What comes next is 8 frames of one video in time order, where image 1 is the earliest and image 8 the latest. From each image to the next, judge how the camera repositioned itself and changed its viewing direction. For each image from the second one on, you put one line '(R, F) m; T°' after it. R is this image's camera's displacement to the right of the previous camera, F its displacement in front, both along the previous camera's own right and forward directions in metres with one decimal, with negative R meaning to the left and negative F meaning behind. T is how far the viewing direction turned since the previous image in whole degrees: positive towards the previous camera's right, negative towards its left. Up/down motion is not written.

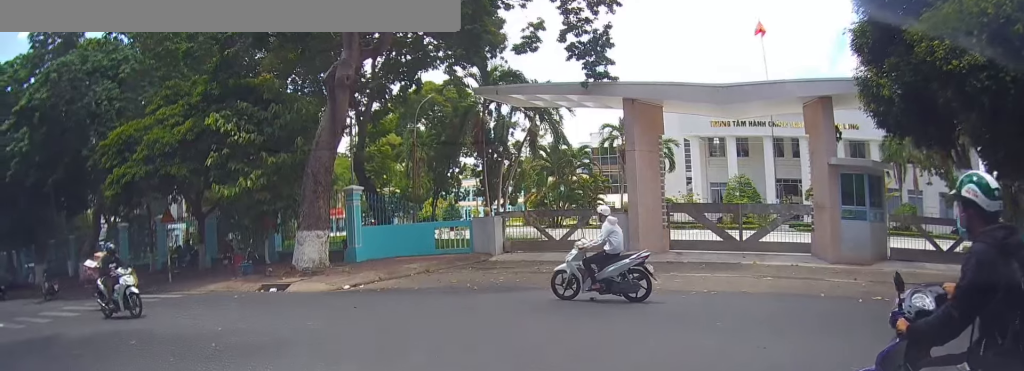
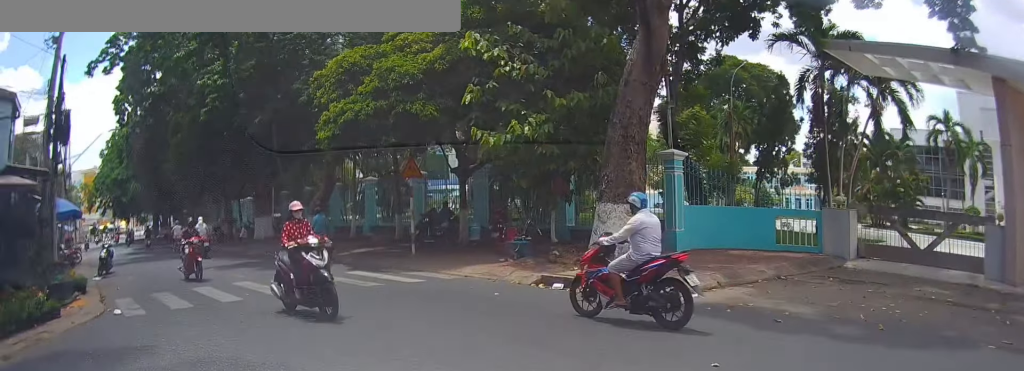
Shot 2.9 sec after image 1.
(-4.0, +7.2) m; -64°
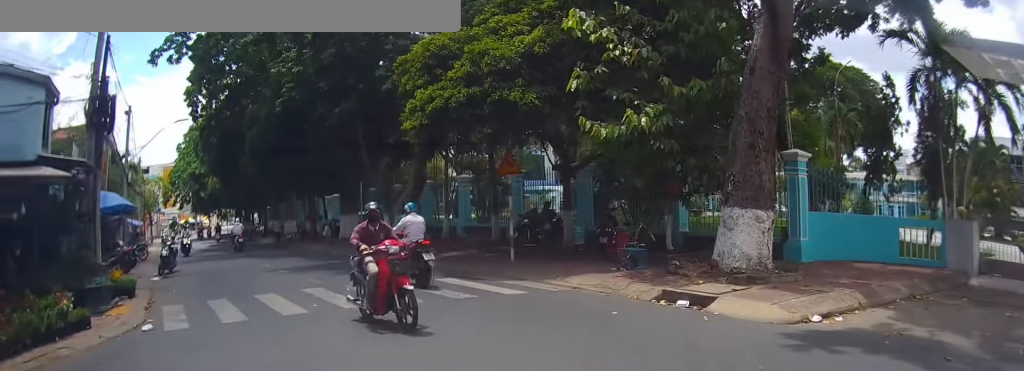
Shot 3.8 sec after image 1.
(-0.3, +2.7) m; -6°
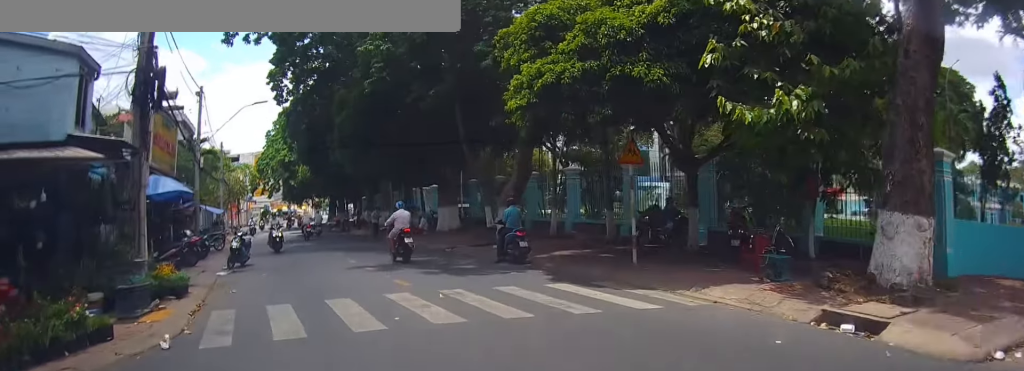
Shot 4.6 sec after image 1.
(0.0, +2.5) m; +2°
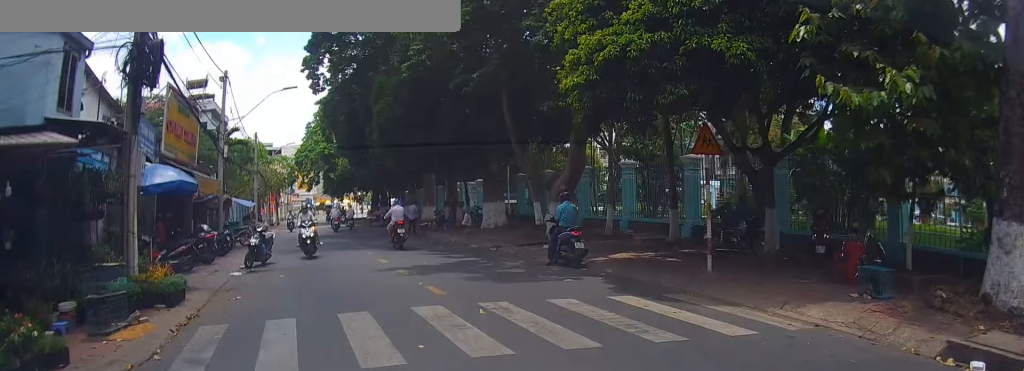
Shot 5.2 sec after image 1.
(+0.2, +2.2) m; -7°
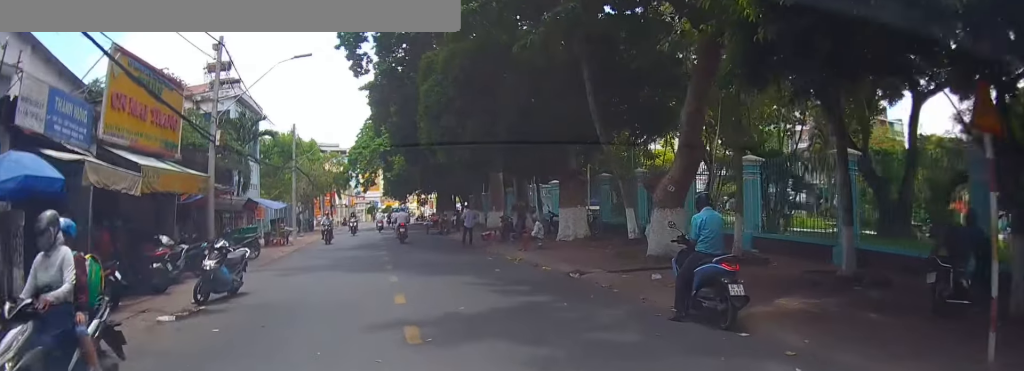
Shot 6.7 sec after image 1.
(-0.7, +5.2) m; +1°
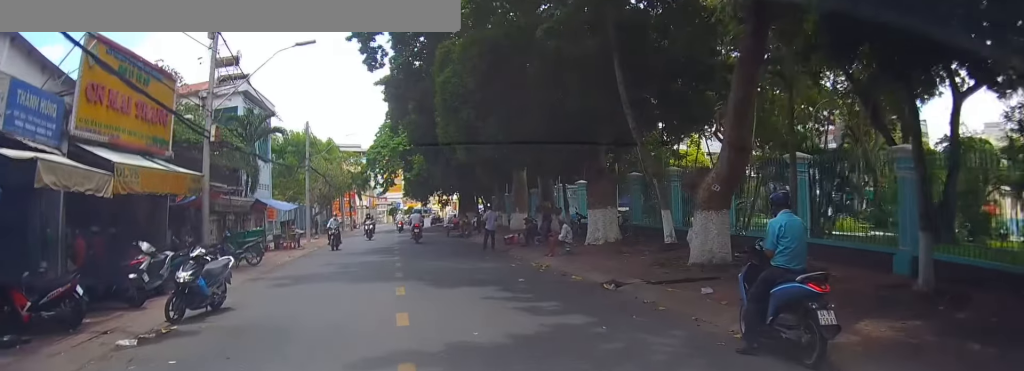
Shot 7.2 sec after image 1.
(+0.3, +1.6) m; +6°
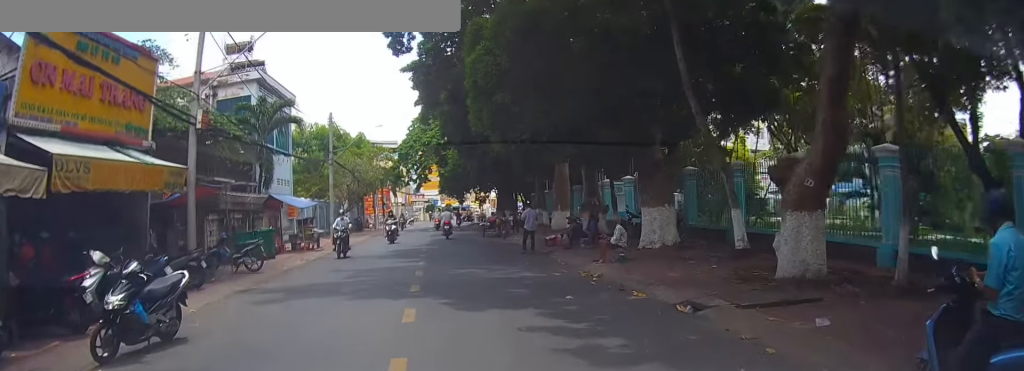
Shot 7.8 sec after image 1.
(+0.2, +2.4) m; +3°
